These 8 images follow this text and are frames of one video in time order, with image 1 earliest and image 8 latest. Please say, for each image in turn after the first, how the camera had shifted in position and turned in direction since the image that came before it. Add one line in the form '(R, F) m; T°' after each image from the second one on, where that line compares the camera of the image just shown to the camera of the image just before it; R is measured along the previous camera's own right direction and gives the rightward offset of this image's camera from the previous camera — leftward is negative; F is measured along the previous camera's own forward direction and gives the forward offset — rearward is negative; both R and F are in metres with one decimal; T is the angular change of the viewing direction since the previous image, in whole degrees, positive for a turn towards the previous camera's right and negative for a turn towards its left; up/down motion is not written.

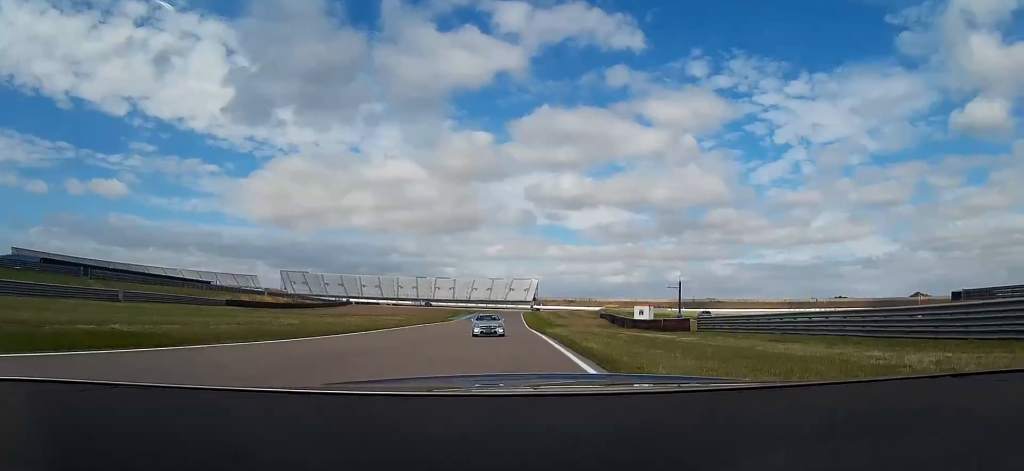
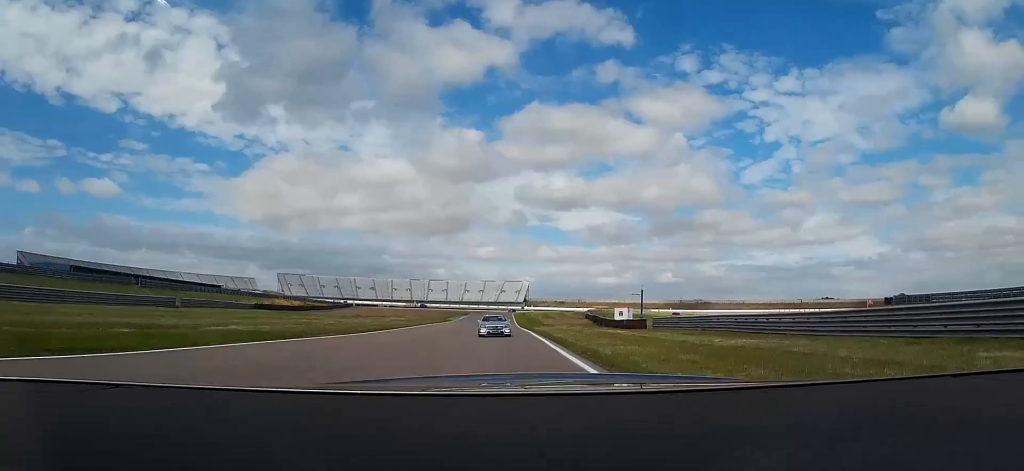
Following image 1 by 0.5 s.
(+0.1, +13.5) m; +1°
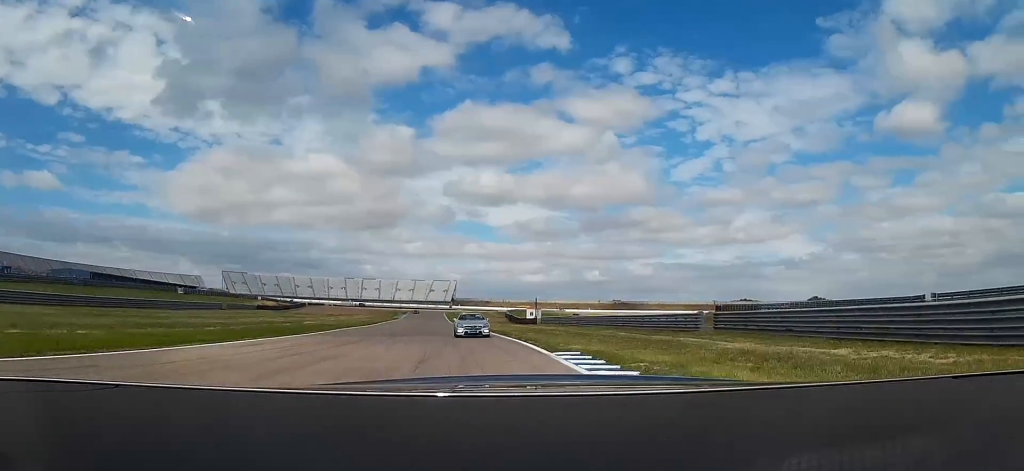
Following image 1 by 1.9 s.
(+0.7, +37.1) m; +4°
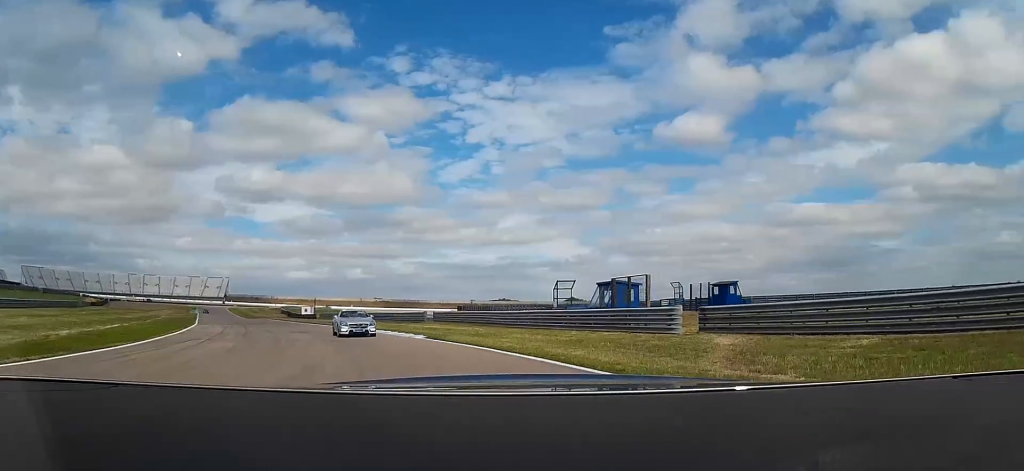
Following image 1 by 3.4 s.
(+2.6, +30.5) m; +24°
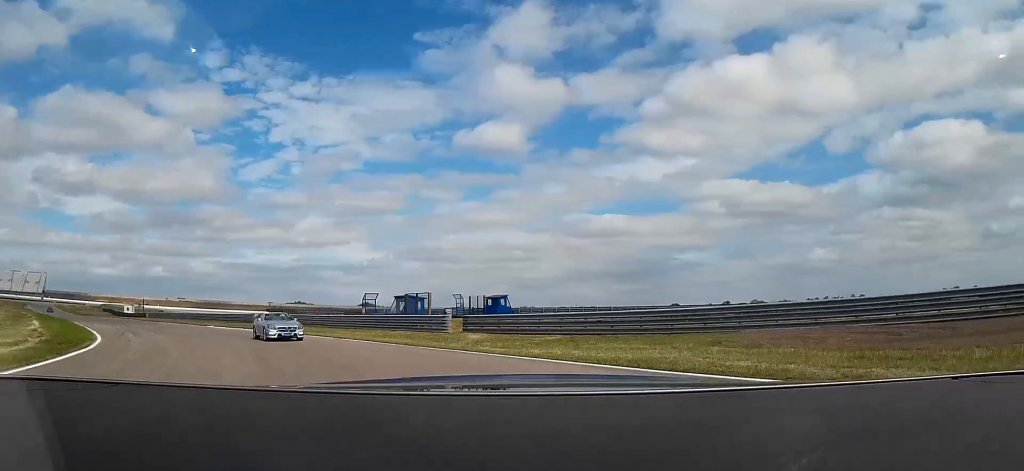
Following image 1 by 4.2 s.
(+3.1, +12.2) m; +24°
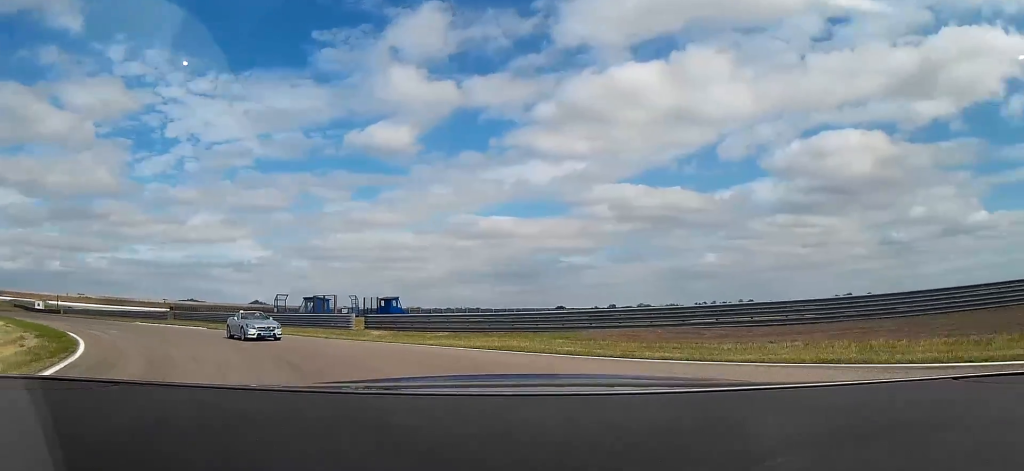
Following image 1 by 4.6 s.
(+0.8, +6.7) m; +14°
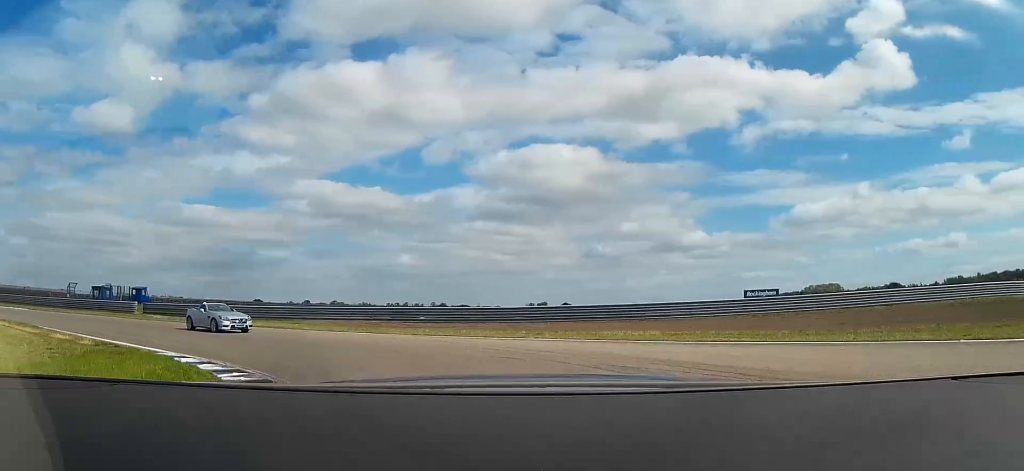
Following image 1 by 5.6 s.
(+3.3, +13.3) m; +32°
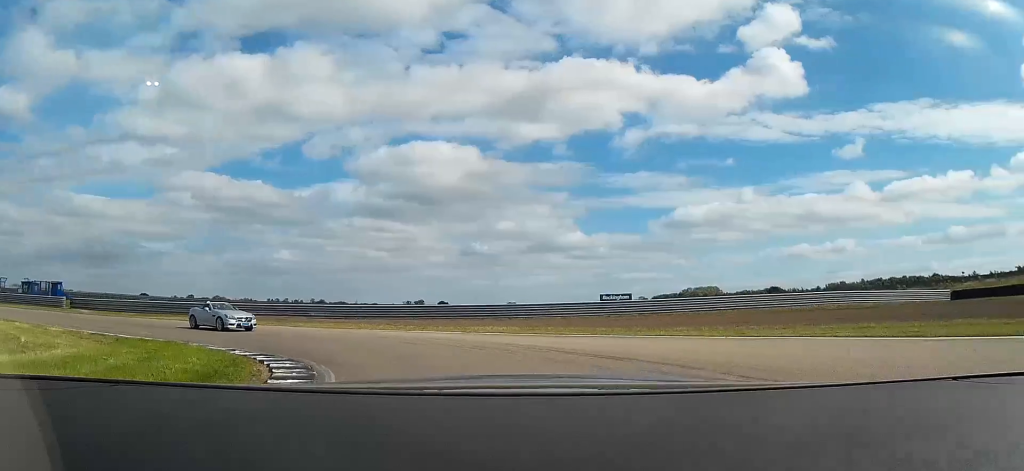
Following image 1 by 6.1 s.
(+1.5, +5.8) m; +13°
